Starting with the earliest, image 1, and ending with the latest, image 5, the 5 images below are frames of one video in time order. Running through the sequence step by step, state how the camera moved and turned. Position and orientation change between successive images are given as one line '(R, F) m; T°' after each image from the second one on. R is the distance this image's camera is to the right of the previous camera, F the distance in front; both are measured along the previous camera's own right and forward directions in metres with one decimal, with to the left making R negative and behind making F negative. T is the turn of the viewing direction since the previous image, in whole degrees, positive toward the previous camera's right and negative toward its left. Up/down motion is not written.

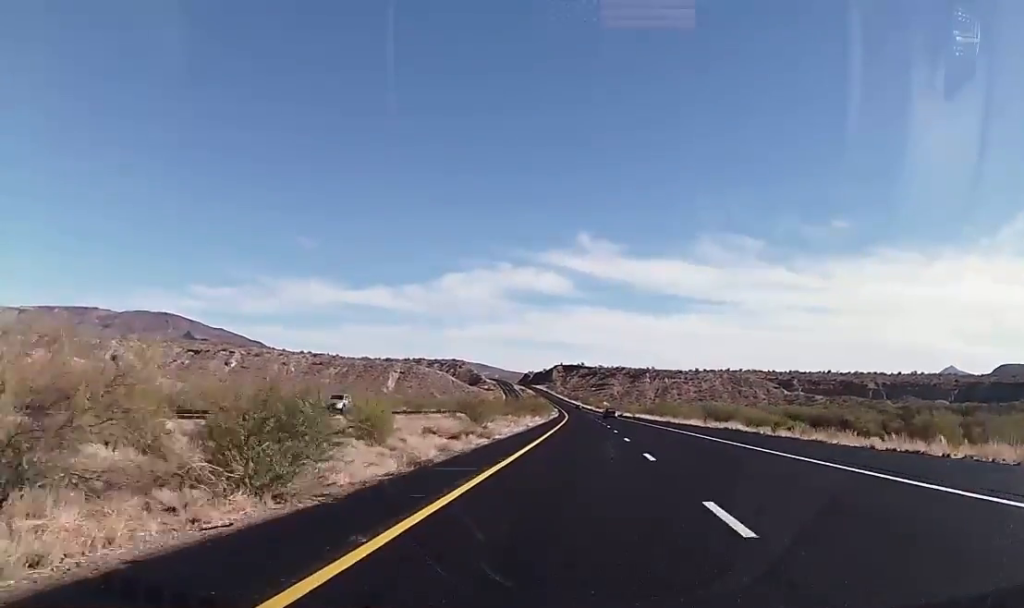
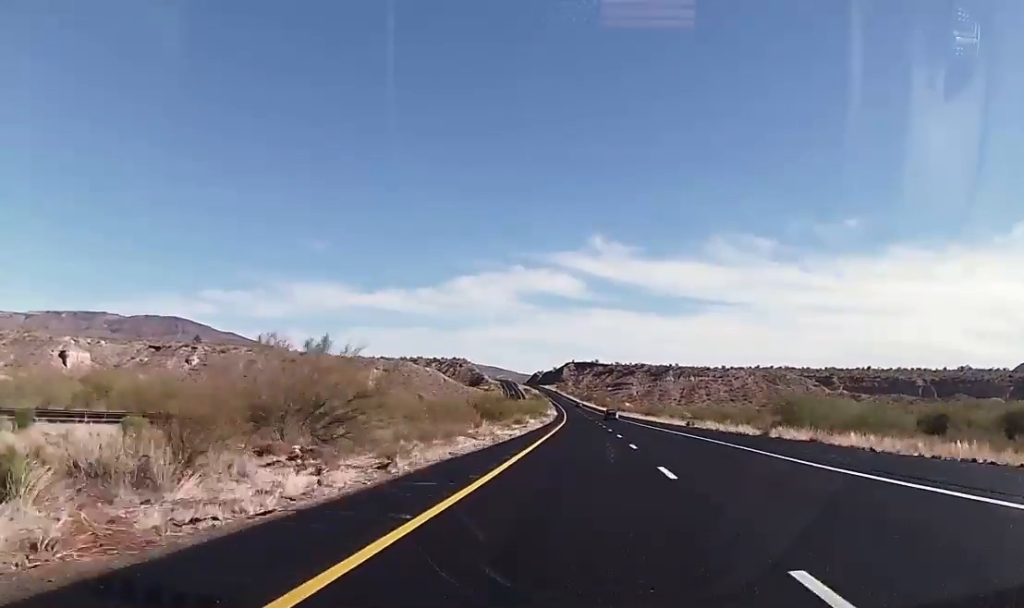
(-0.3, +89.1) m; -1°
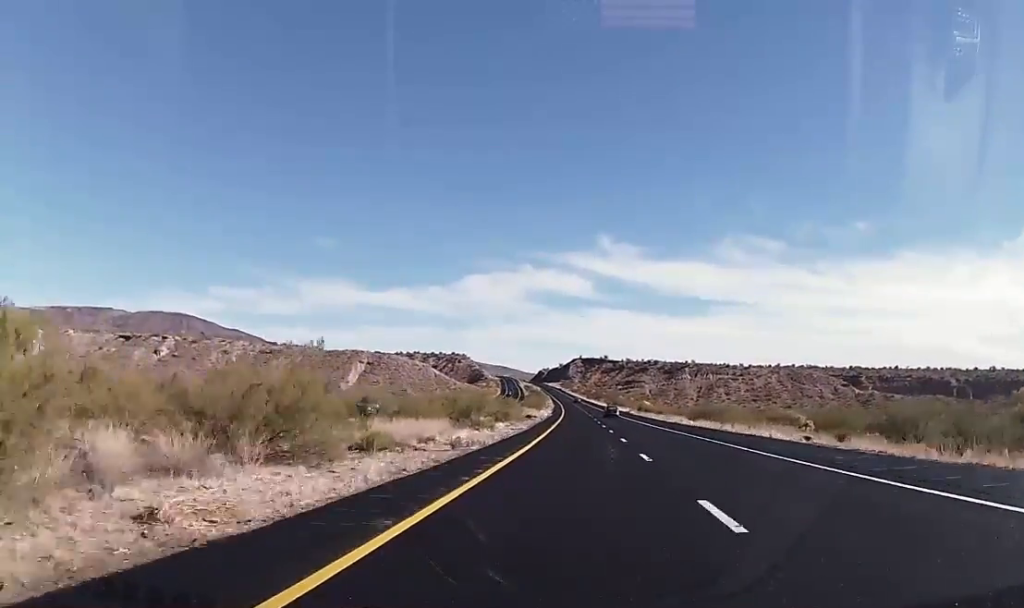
(-0.4, +55.2) m; 0°
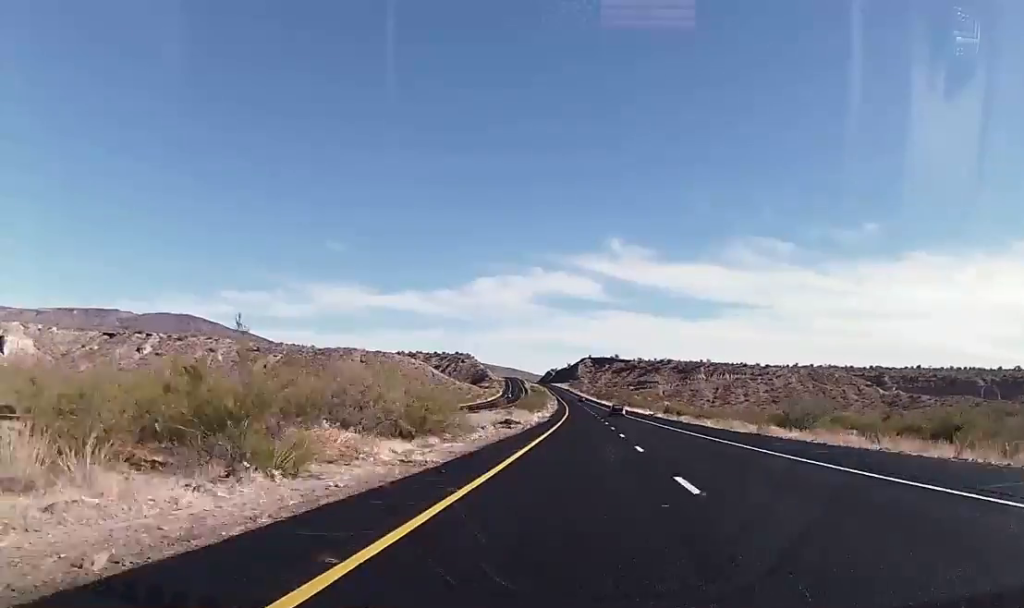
(+0.3, +32.7) m; -1°
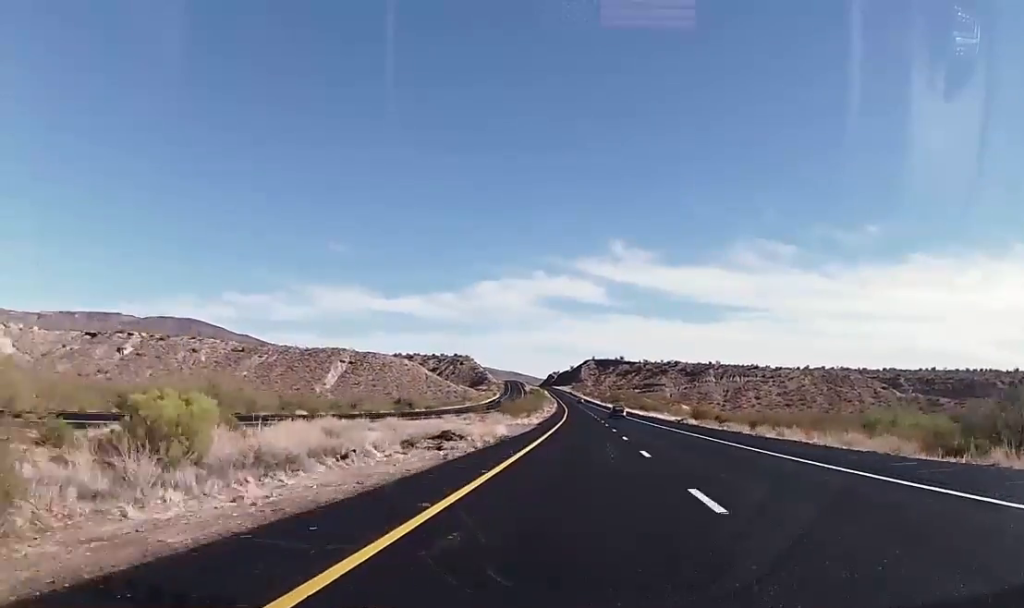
(-0.4, +26.3) m; -1°
